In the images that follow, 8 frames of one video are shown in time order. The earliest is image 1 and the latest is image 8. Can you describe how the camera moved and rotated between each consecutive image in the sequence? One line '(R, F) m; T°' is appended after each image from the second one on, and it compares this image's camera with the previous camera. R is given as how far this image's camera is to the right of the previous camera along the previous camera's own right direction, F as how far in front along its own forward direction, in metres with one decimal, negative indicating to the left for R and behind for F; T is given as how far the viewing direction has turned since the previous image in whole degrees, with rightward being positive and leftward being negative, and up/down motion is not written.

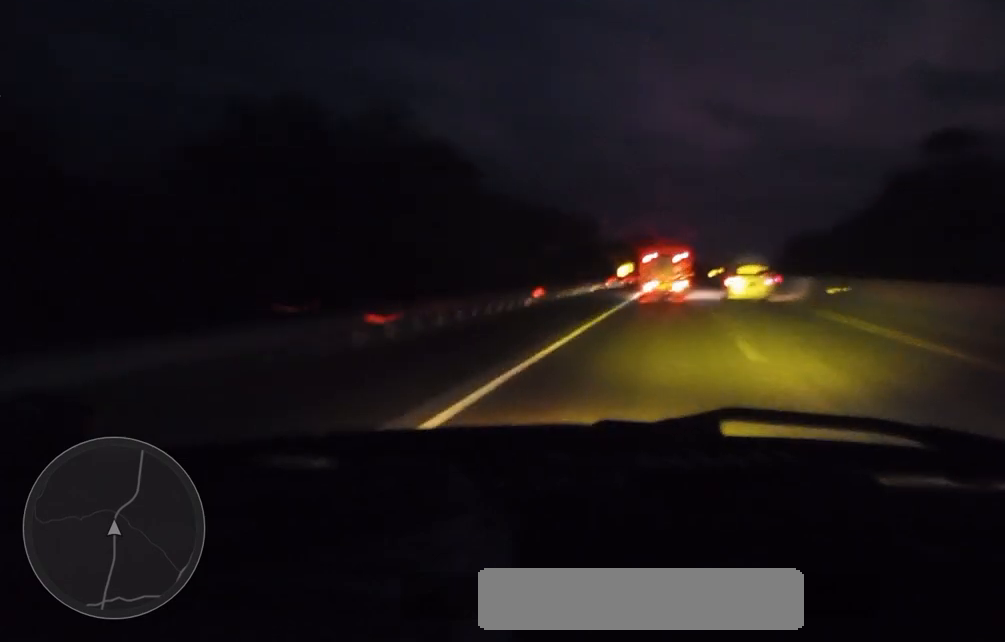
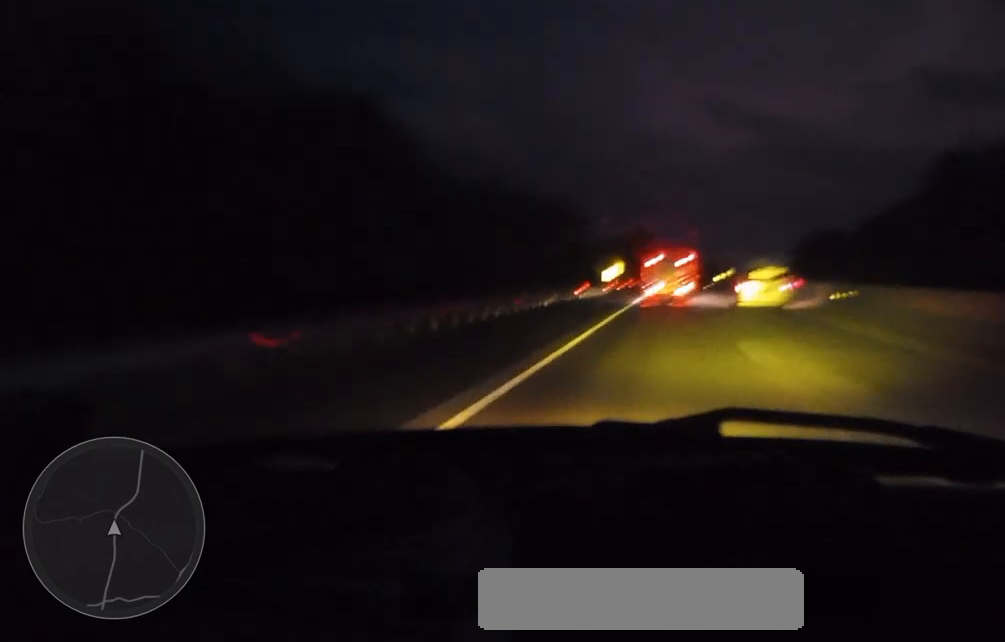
(+0.2, +25.3) m; +1°
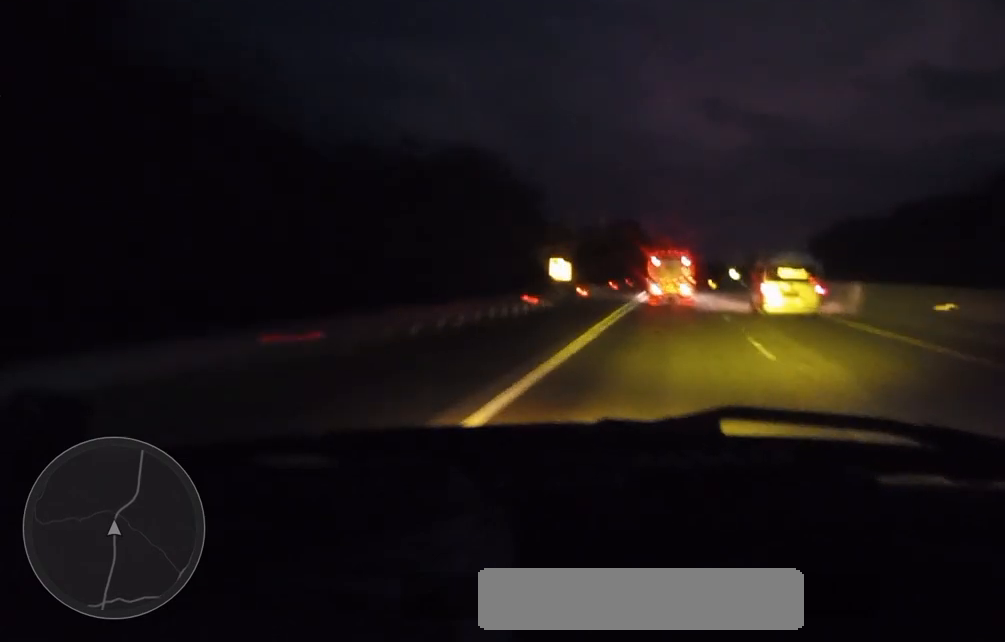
(+0.2, +40.6) m; +1°
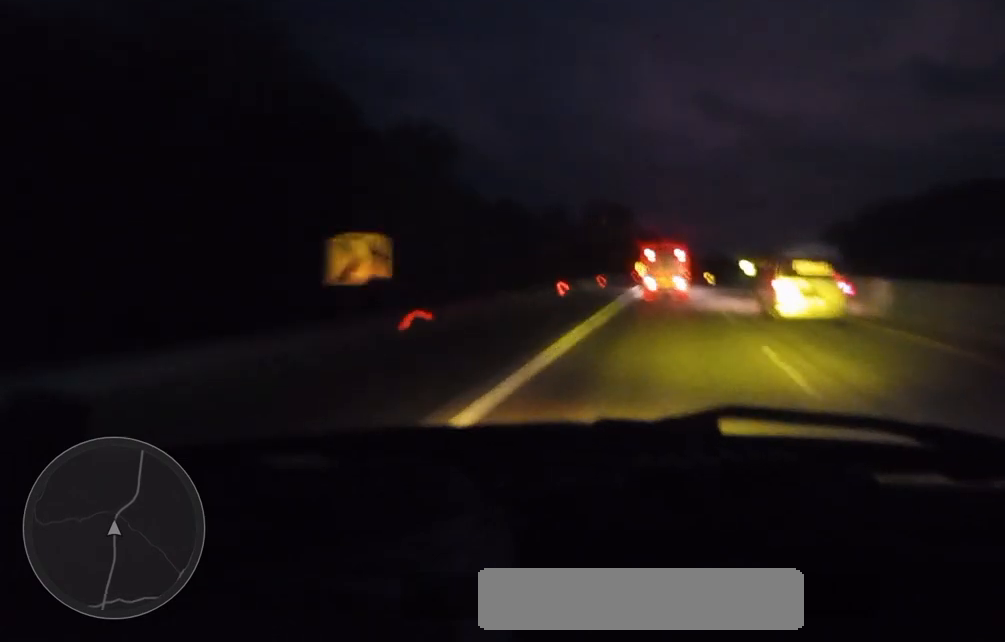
(0.0, +29.7) m; 0°
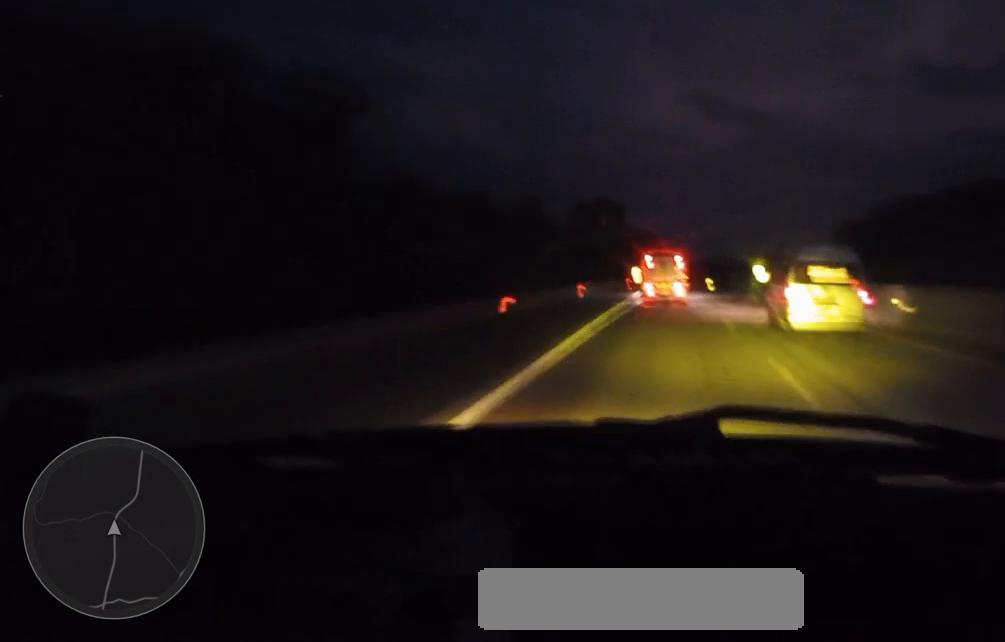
(0.0, +15.3) m; 0°
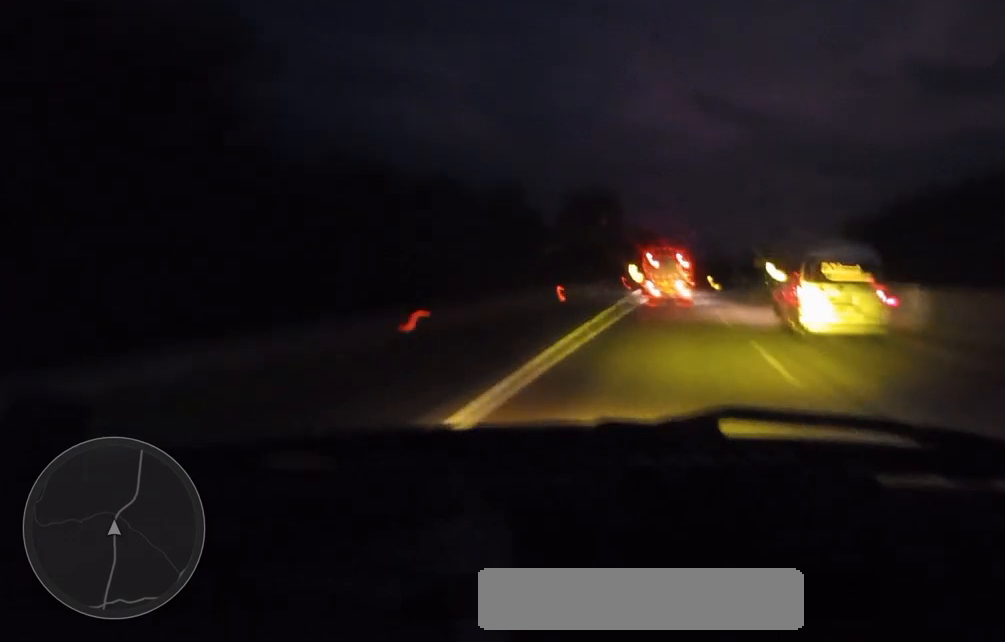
(0.0, +11.4) m; 0°
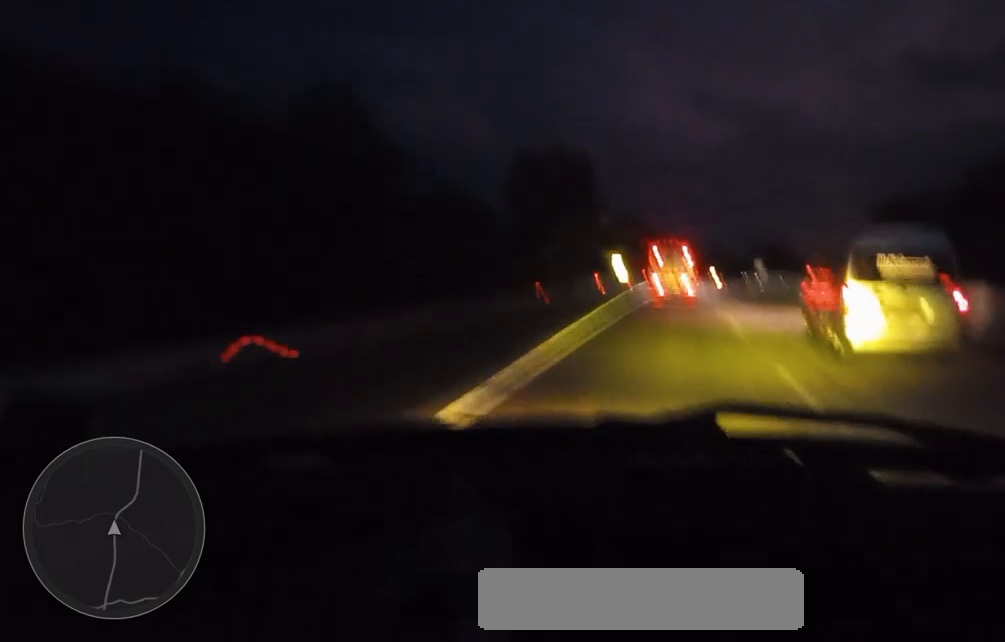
(-0.1, +30.3) m; 0°
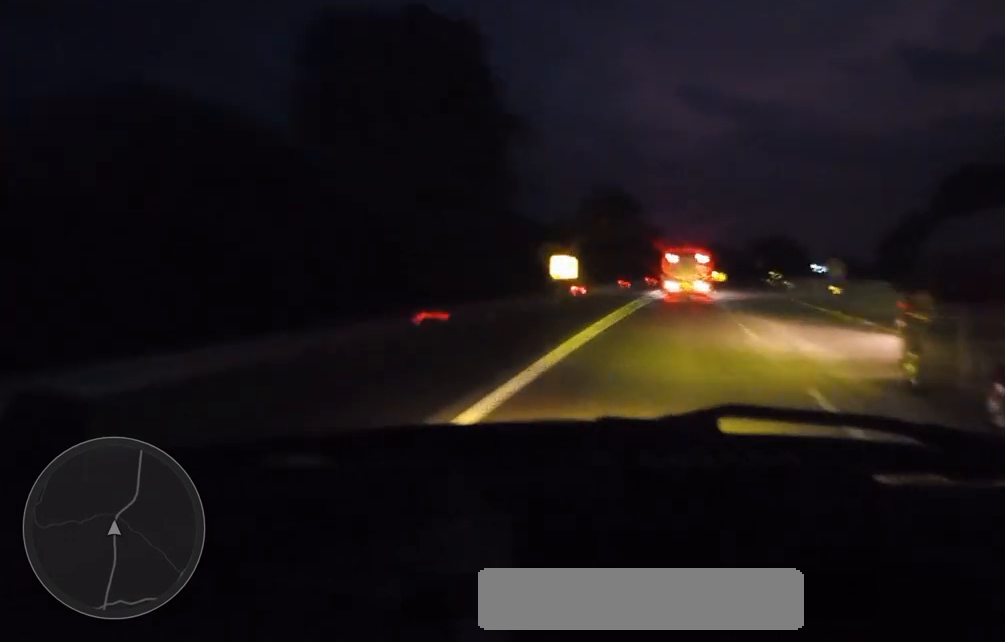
(+0.5, +42.6) m; +1°
